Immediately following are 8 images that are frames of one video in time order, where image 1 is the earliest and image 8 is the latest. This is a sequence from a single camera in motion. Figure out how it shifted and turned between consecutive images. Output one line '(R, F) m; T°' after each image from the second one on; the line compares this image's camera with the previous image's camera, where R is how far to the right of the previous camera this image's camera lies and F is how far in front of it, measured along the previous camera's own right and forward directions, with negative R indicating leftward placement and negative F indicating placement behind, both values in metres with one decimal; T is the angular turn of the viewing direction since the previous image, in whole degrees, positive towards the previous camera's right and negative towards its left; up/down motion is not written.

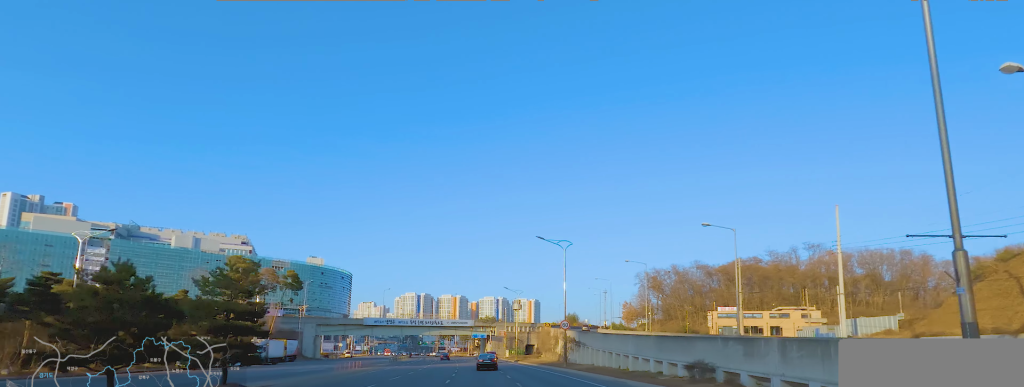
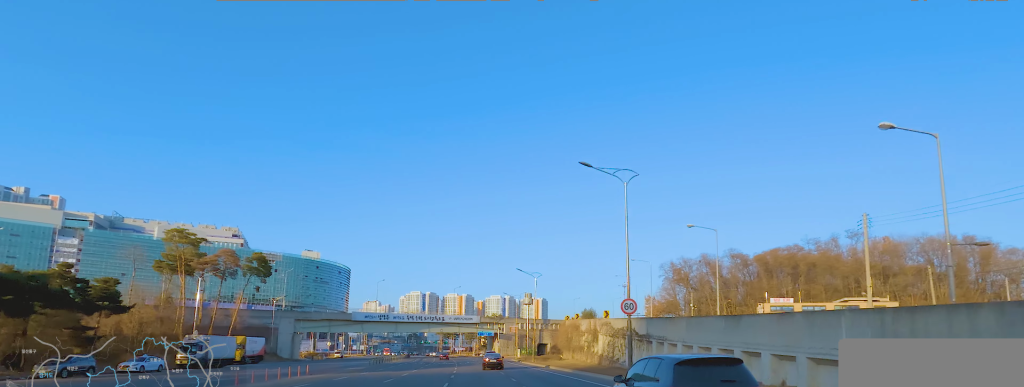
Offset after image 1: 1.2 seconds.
(+0.2, +19.0) m; 0°
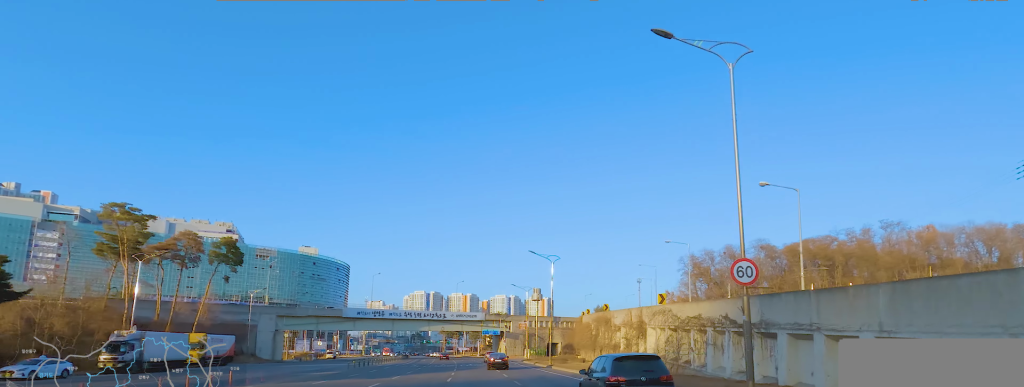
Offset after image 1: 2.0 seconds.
(-0.4, +12.5) m; +2°
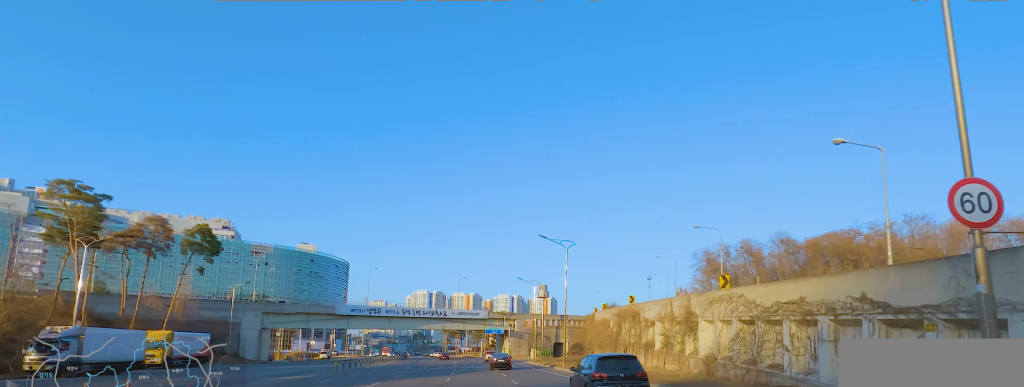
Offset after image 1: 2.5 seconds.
(+0.3, +7.9) m; 0°
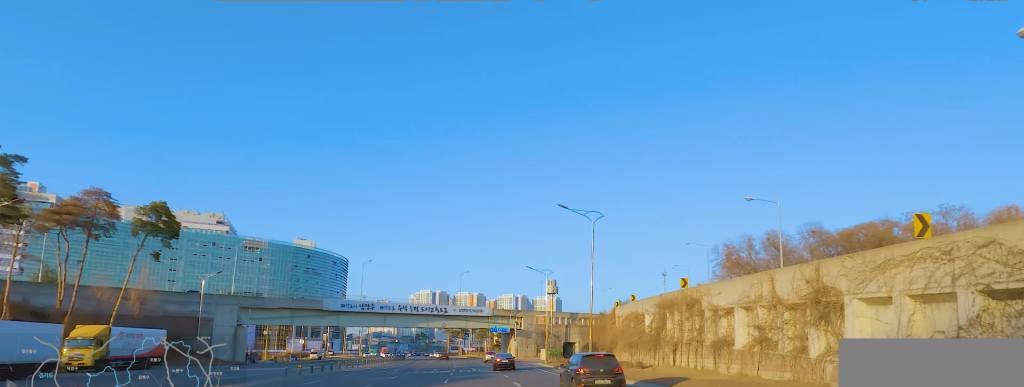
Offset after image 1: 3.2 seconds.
(+0.6, +10.5) m; 0°
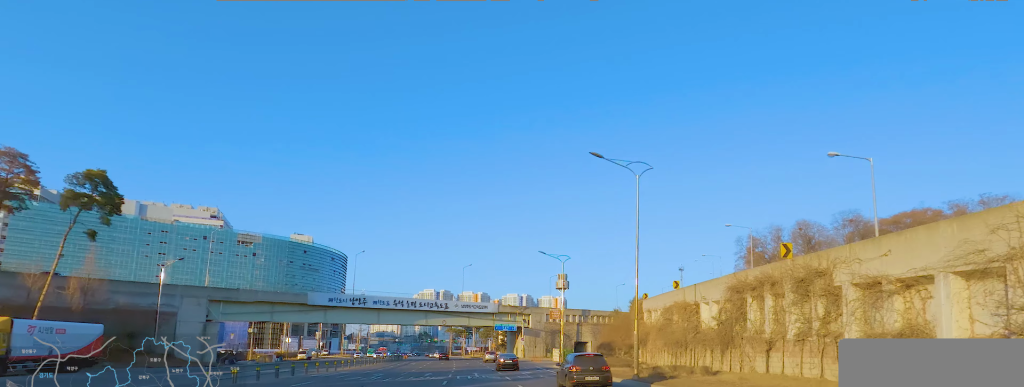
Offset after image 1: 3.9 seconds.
(-0.7, +10.5) m; -1°
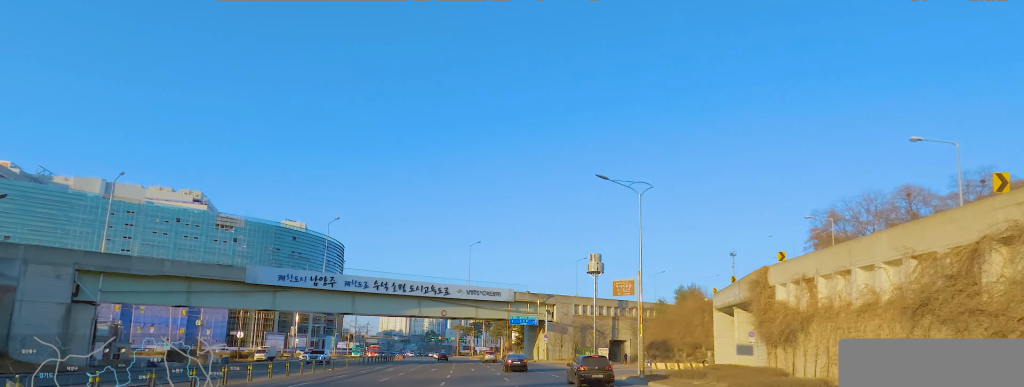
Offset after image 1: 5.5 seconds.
(-0.2, +25.1) m; -1°
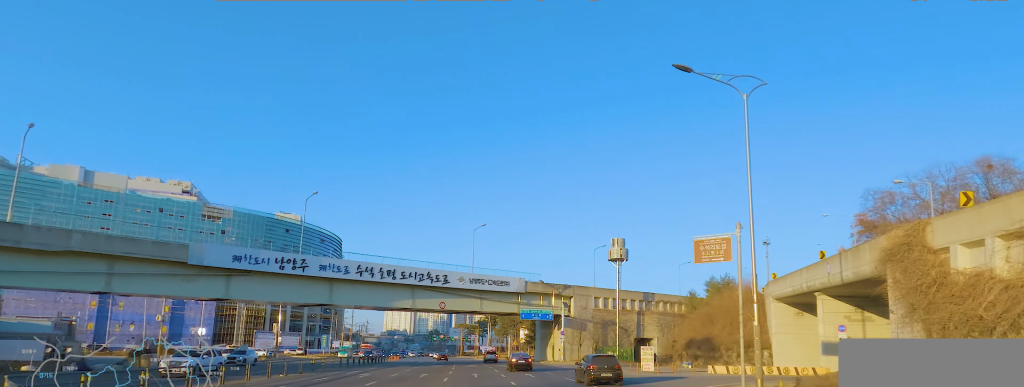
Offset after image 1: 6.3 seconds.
(-0.3, +12.8) m; -2°
